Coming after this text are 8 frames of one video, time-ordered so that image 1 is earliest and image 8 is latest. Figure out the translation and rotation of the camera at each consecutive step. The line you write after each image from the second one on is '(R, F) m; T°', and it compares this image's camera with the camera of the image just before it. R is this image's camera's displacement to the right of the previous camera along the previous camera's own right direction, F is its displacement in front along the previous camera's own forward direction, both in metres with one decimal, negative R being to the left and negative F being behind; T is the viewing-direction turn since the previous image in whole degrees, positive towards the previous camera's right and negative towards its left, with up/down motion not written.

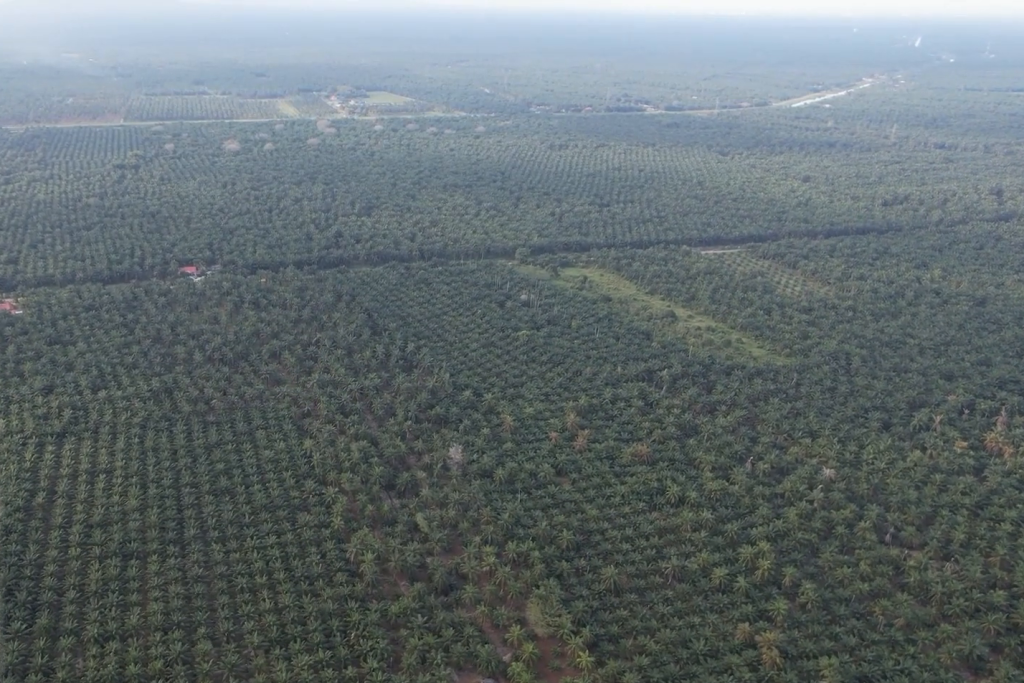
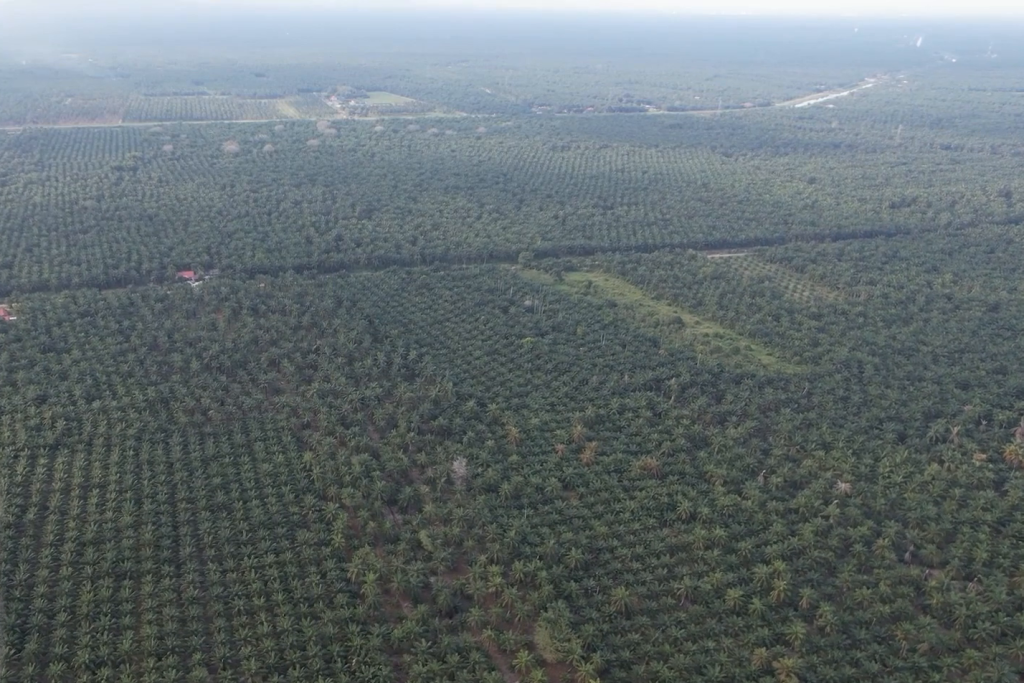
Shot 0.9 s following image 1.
(0.0, +13.1) m; 0°
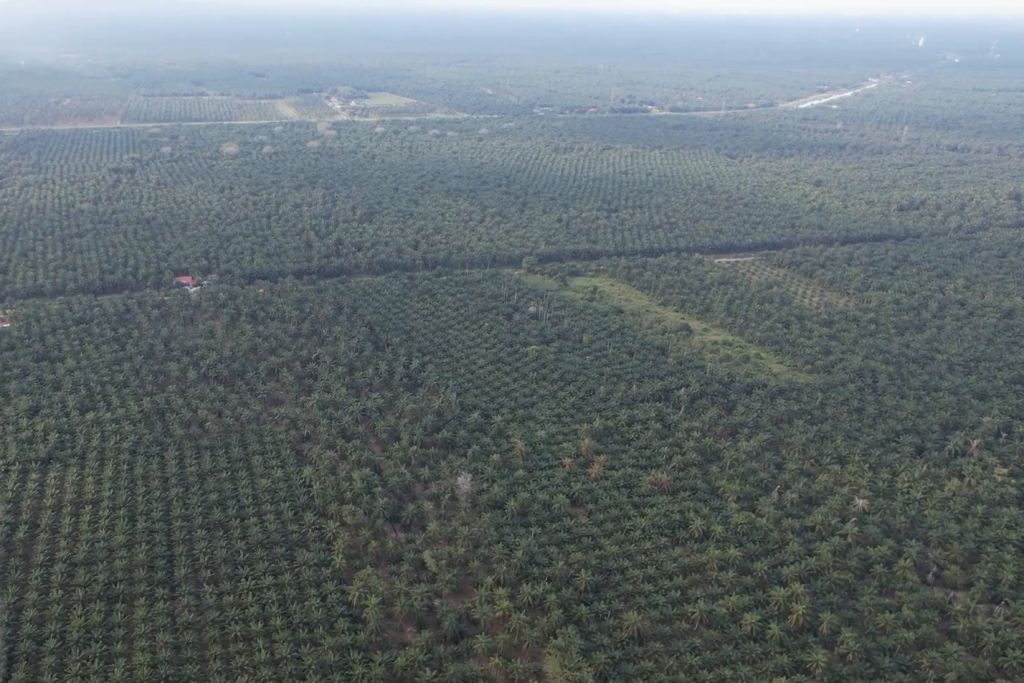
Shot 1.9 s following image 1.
(0.0, +14.3) m; 0°
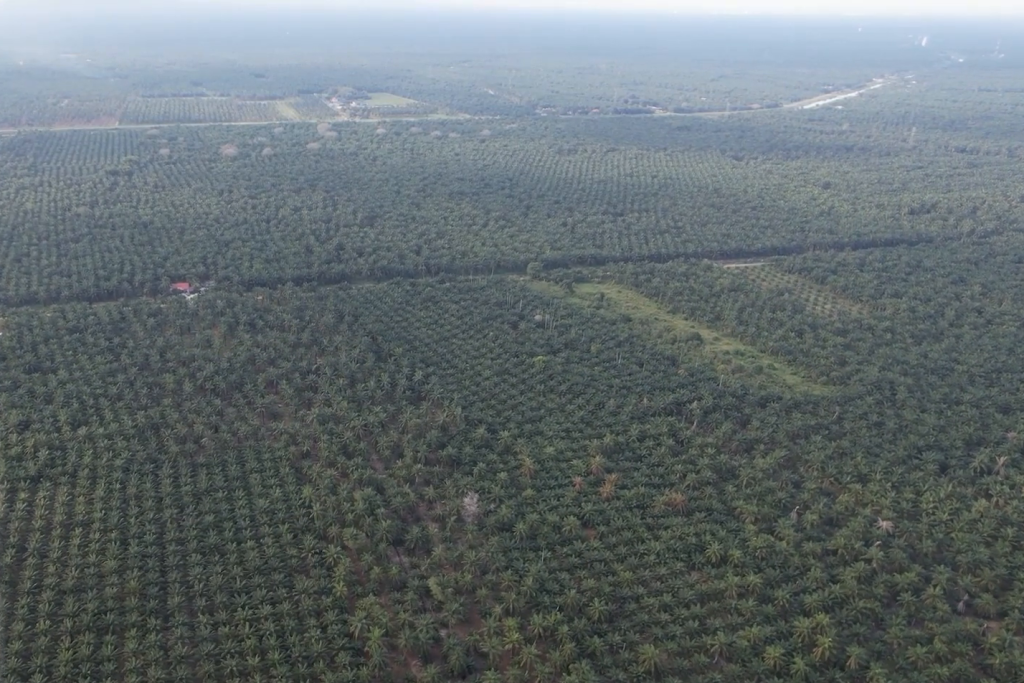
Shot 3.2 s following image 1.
(0.0, +17.9) m; 0°
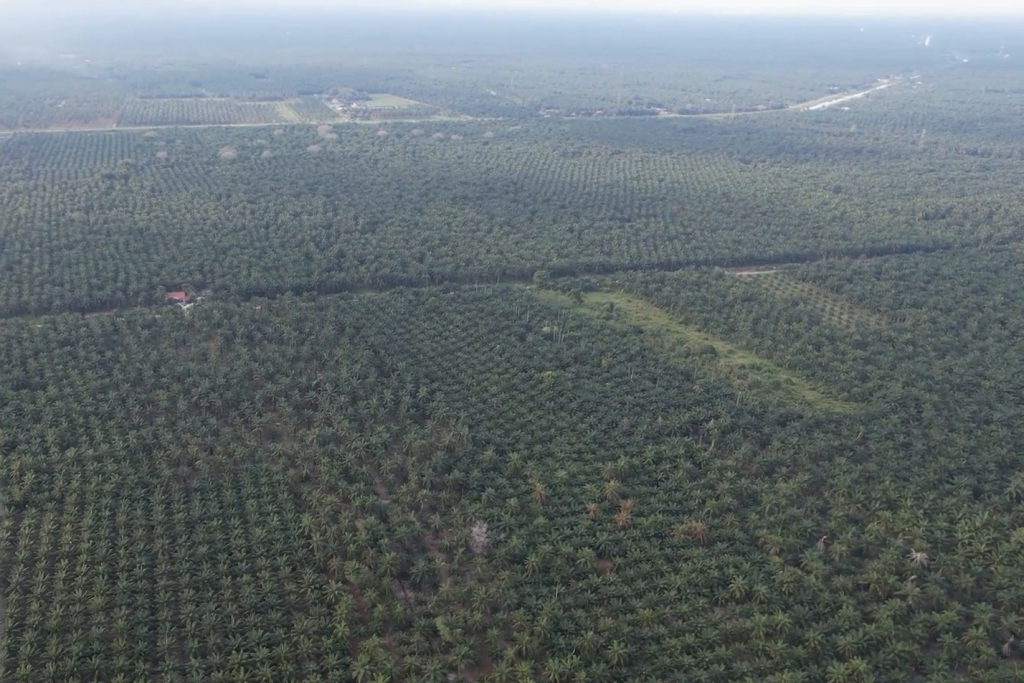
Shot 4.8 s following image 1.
(0.0, +22.7) m; 0°
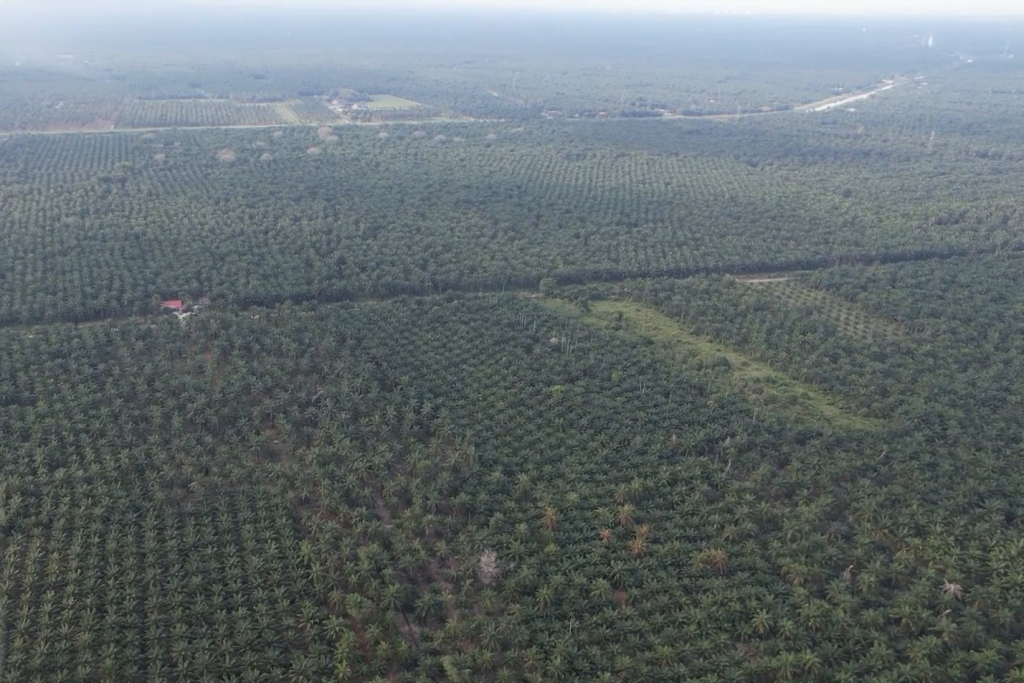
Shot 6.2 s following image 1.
(0.0, +20.3) m; 0°
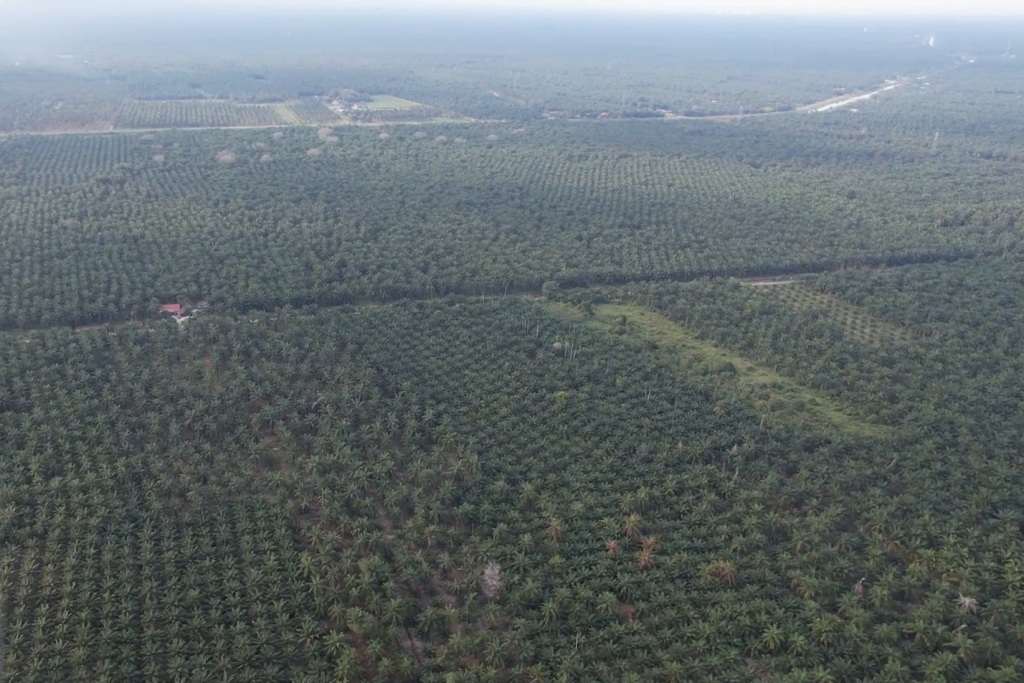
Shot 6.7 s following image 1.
(0.0, +7.8) m; 0°
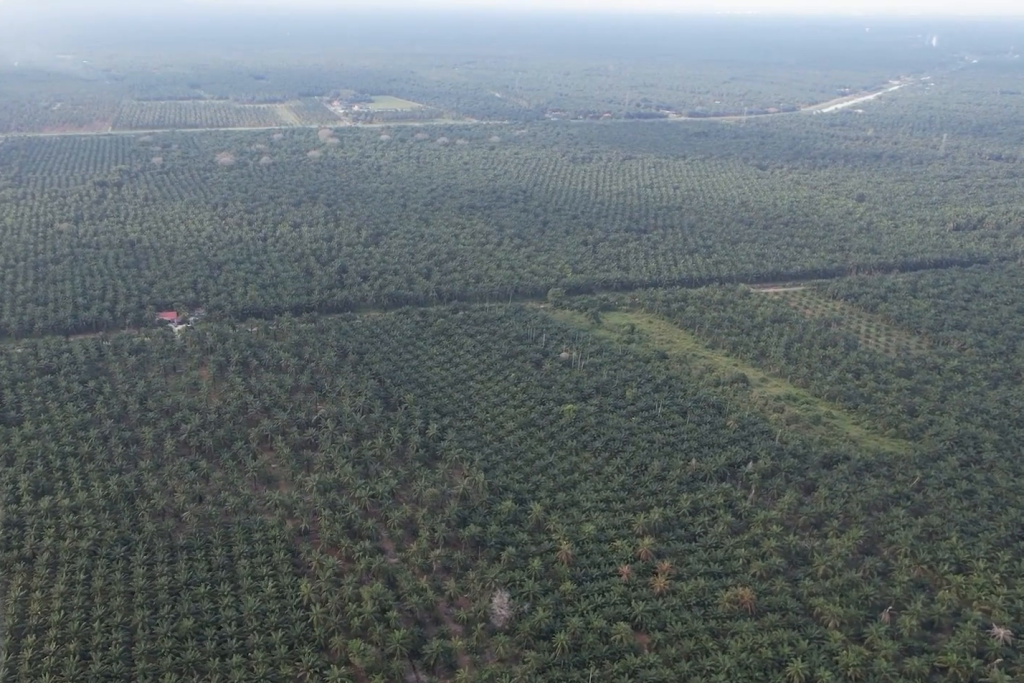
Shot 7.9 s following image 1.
(0.0, +17.3) m; 0°
